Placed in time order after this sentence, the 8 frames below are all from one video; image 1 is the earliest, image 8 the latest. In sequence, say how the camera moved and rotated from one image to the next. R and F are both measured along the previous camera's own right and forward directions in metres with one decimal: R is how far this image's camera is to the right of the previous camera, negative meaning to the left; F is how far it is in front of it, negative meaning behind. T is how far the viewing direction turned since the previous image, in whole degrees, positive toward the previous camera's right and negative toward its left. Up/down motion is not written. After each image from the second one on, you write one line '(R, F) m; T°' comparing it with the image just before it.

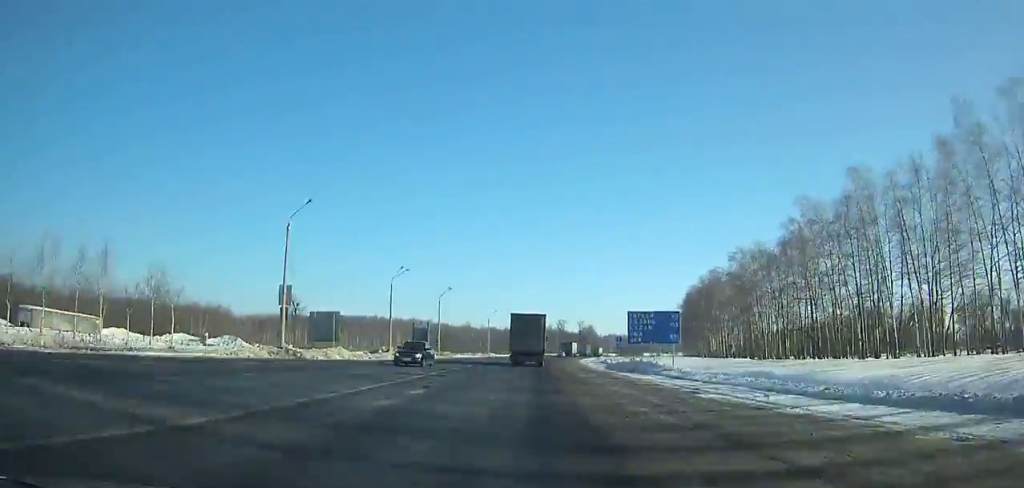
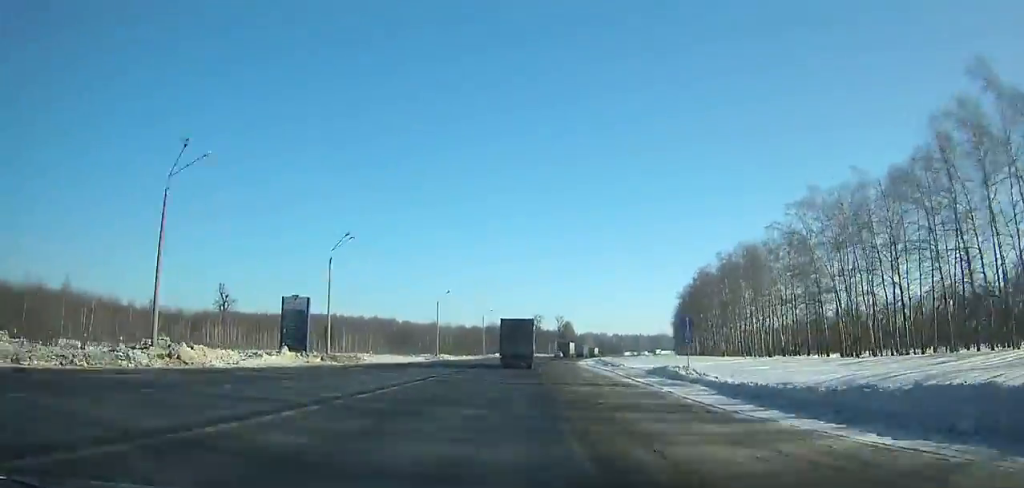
(+0.8, +41.5) m; +2°
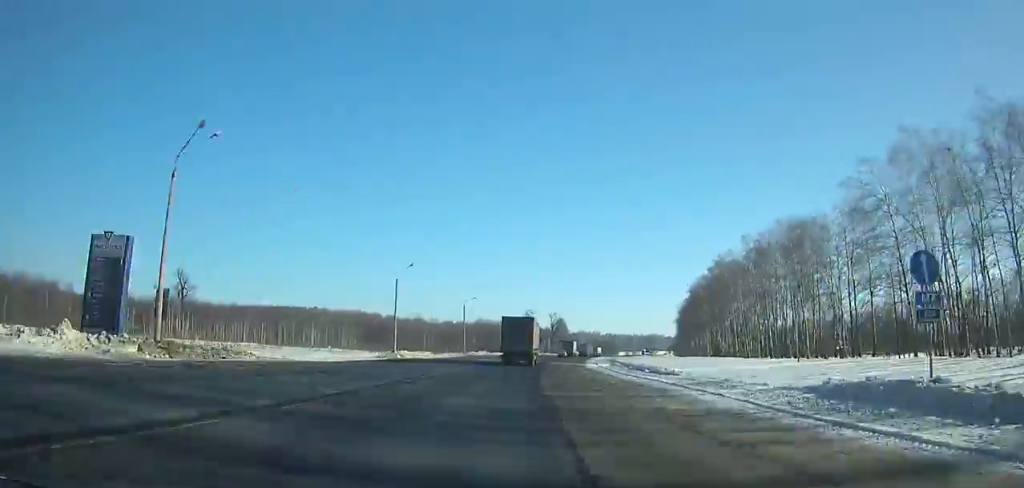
(+0.5, +23.9) m; +1°
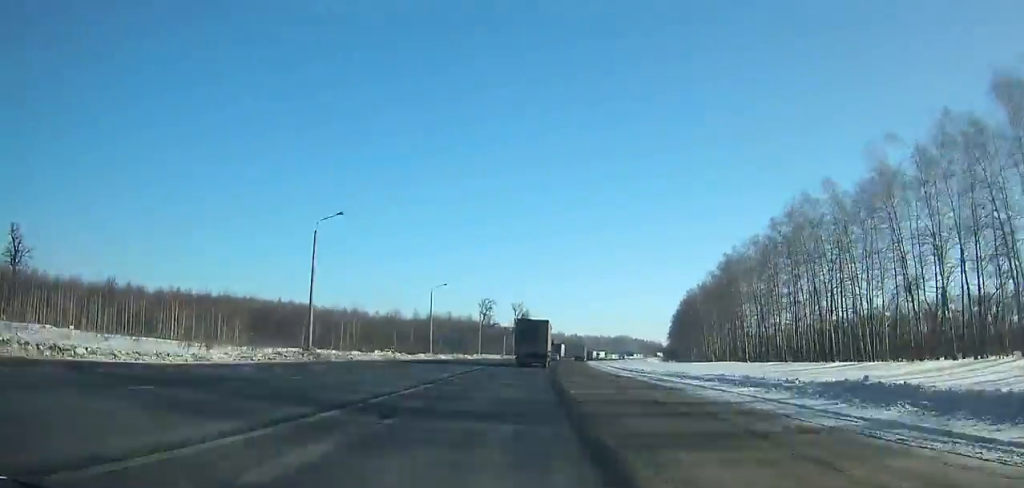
(+1.9, +60.7) m; +4°
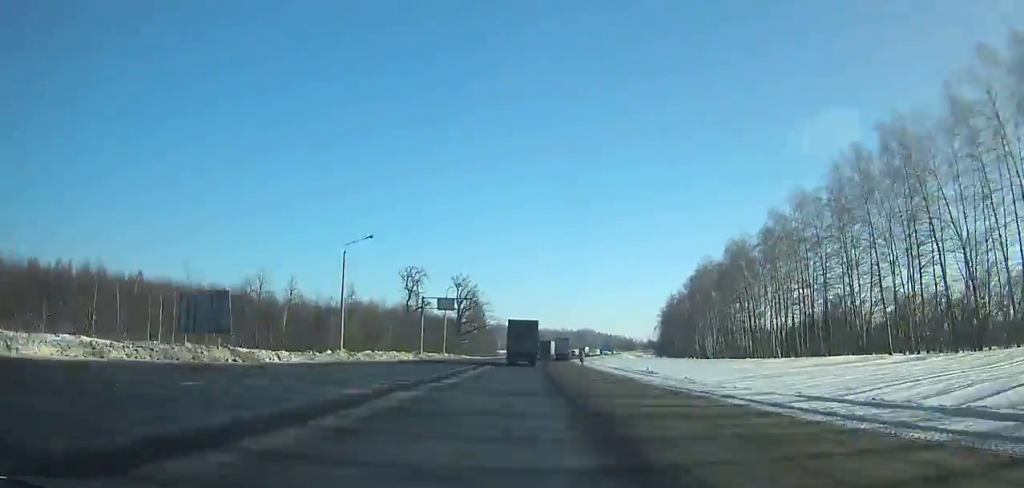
(+2.0, +66.2) m; +3°
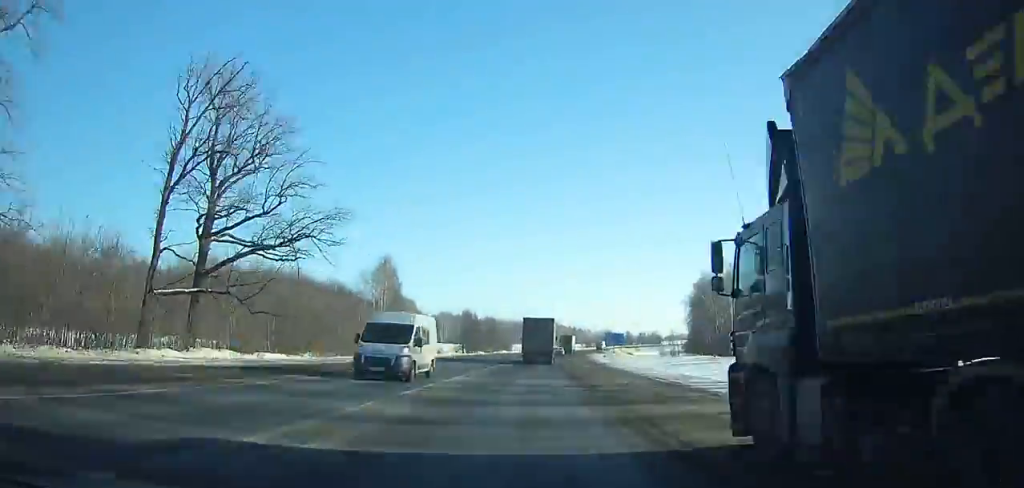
(+4.4, +111.3) m; +5°
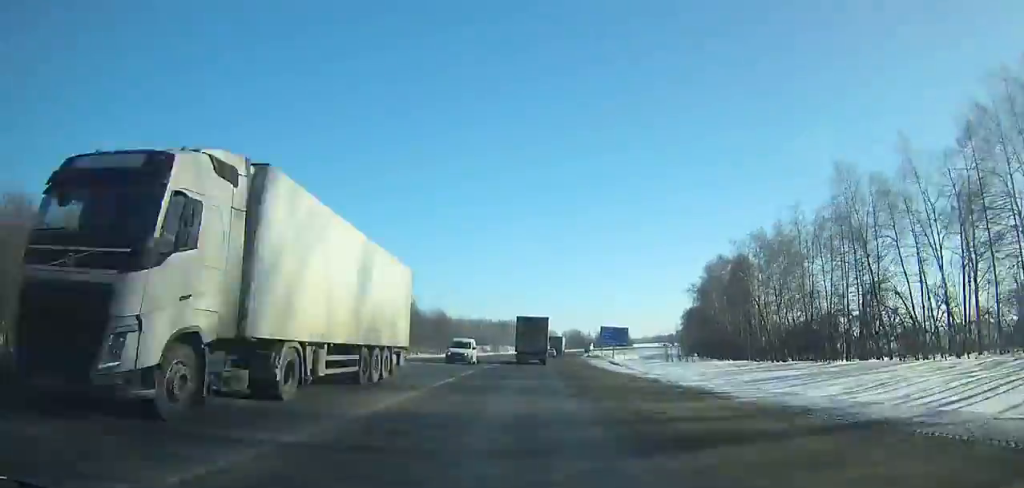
(+1.6, +47.7) m; +3°
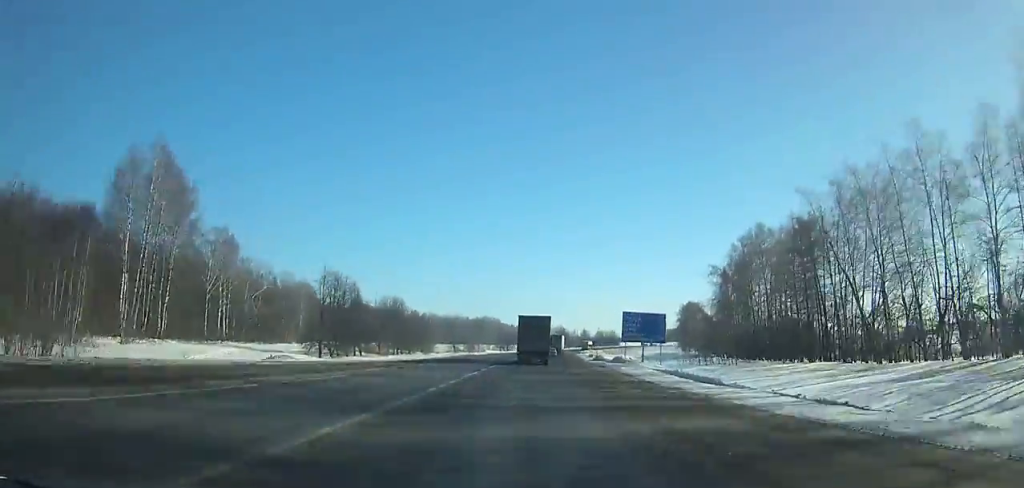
(+0.7, +34.6) m; +2°
